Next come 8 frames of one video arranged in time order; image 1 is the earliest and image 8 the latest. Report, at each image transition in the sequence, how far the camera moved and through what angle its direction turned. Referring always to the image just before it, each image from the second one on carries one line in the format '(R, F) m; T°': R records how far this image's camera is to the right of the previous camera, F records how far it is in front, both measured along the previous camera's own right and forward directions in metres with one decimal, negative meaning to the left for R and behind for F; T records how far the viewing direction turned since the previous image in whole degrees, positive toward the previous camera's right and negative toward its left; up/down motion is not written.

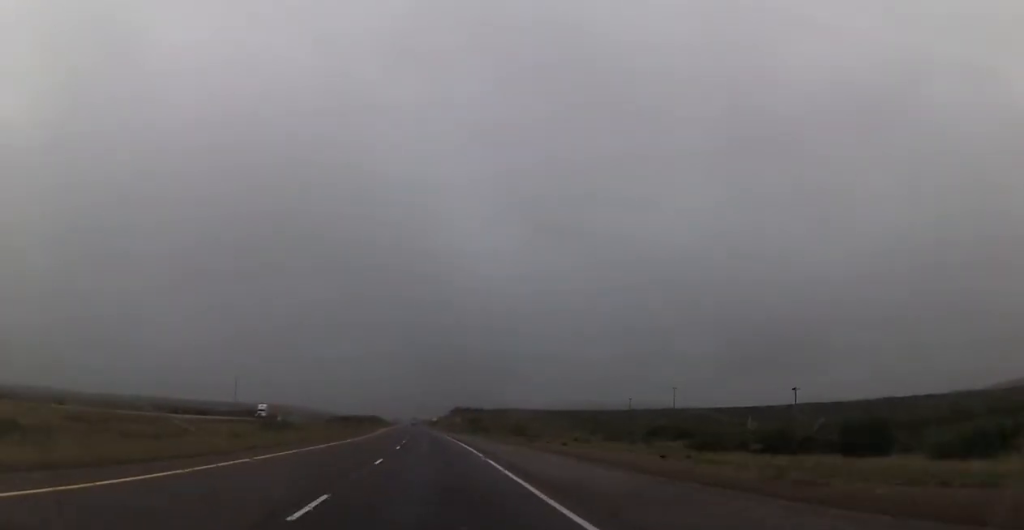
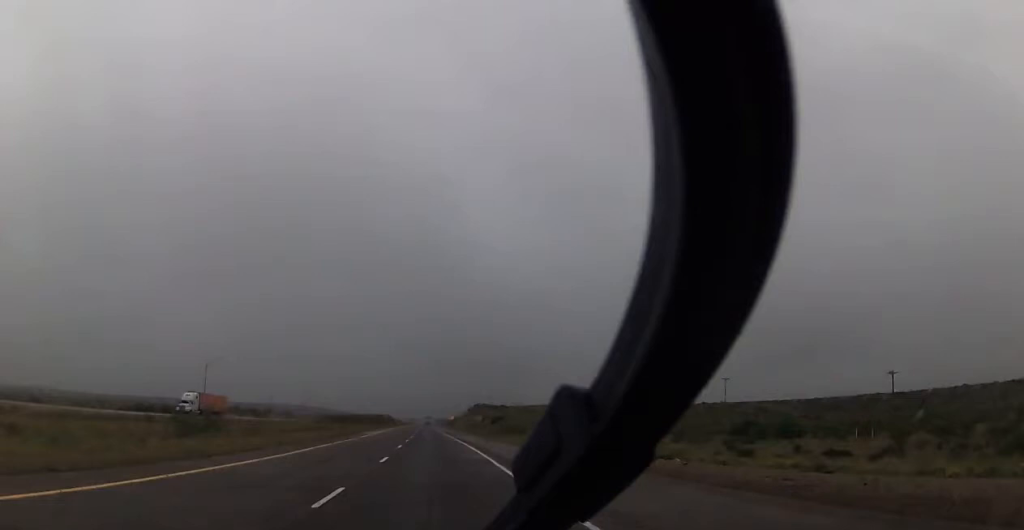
(-0.2, +35.5) m; -1°
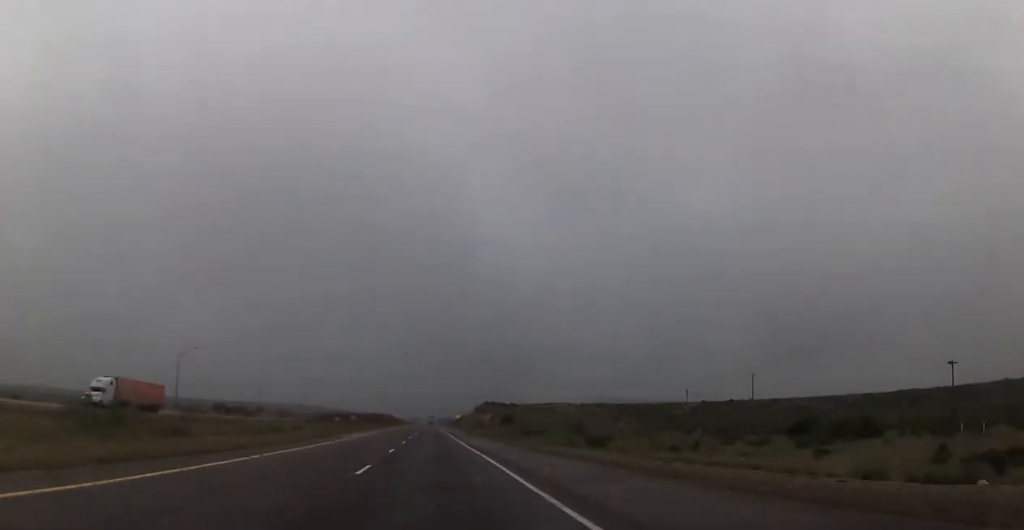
(-0.2, +18.3) m; -1°
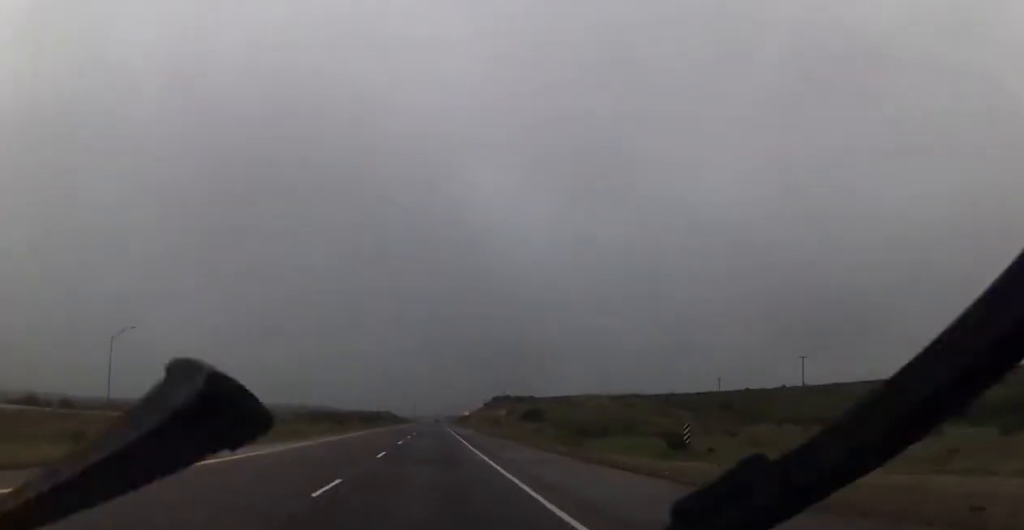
(-0.4, +29.7) m; -1°
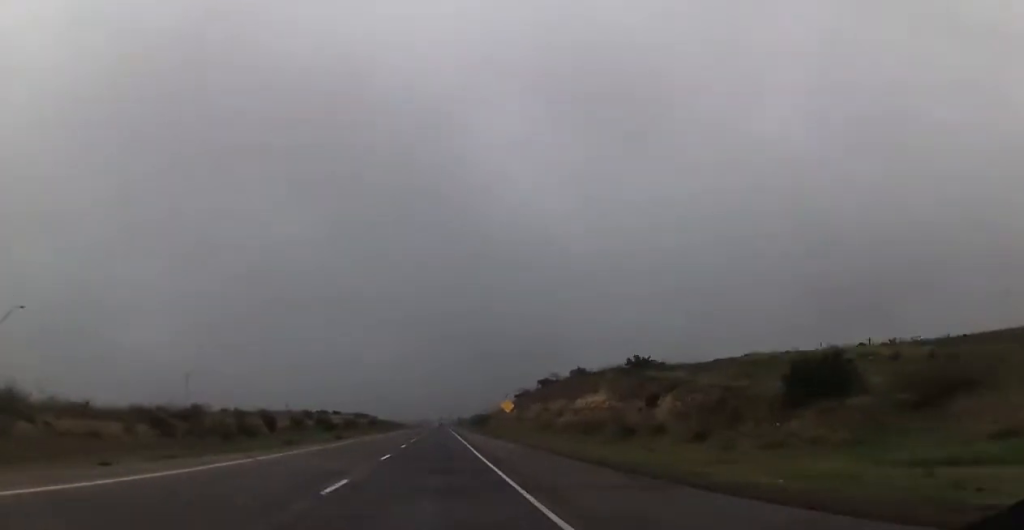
(-0.2, +97.1) m; -1°
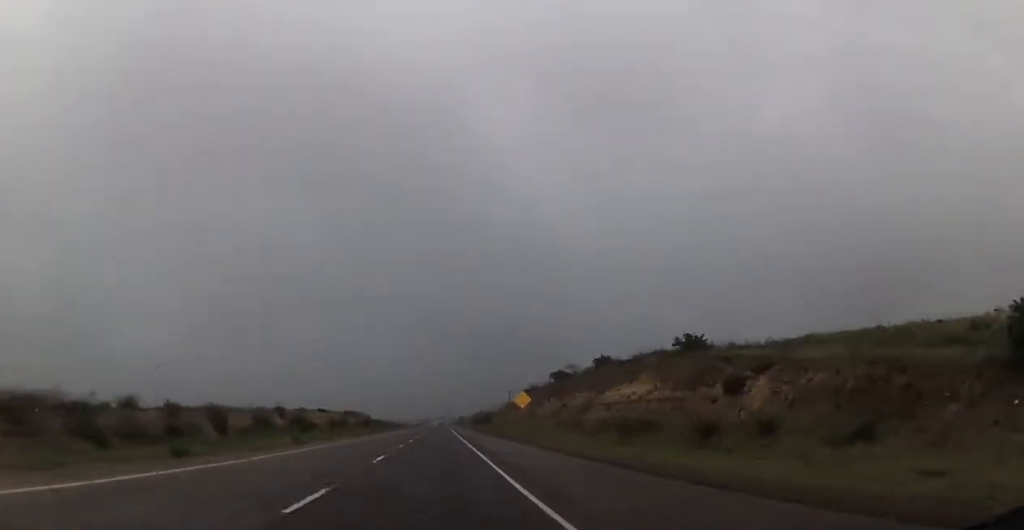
(-0.1, +14.9) m; 0°
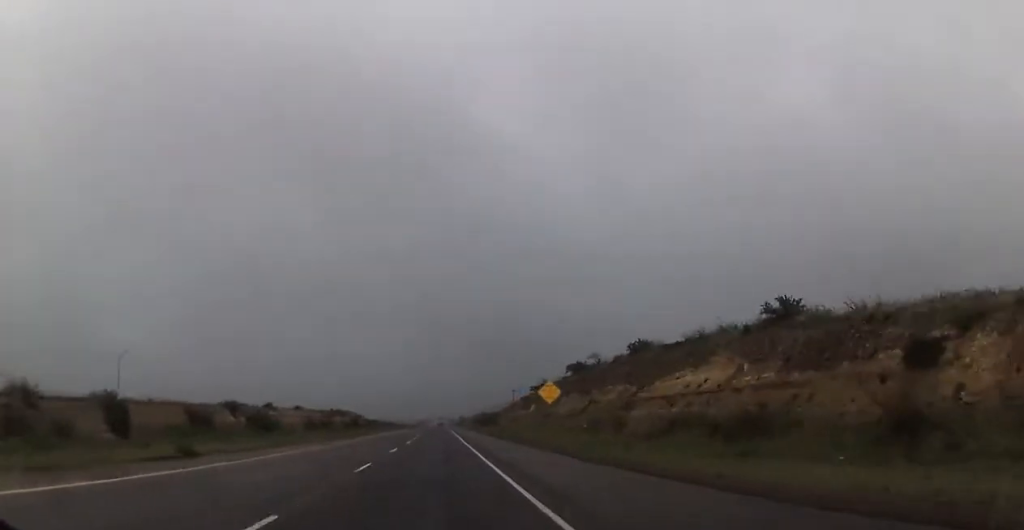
(-0.1, +16.0) m; 0°
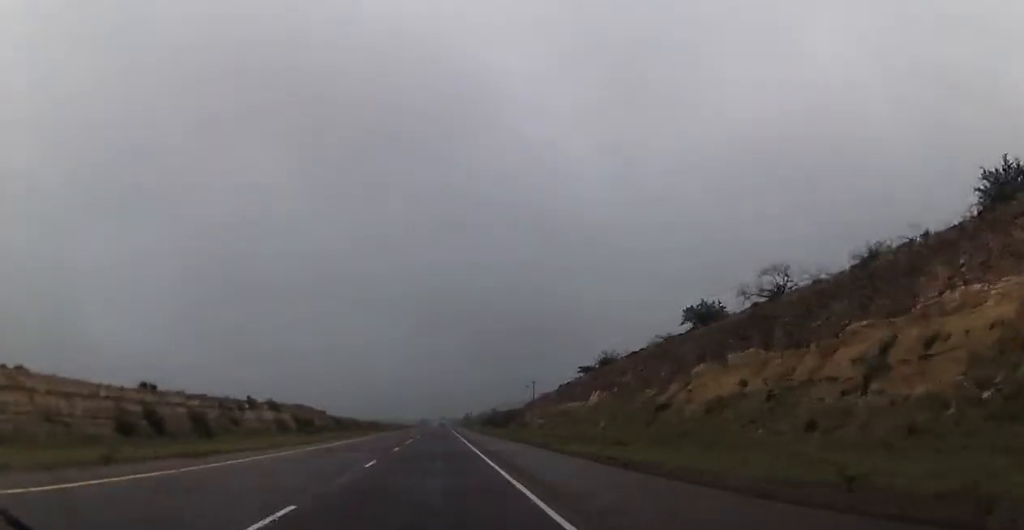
(+0.3, +47.9) m; 0°
